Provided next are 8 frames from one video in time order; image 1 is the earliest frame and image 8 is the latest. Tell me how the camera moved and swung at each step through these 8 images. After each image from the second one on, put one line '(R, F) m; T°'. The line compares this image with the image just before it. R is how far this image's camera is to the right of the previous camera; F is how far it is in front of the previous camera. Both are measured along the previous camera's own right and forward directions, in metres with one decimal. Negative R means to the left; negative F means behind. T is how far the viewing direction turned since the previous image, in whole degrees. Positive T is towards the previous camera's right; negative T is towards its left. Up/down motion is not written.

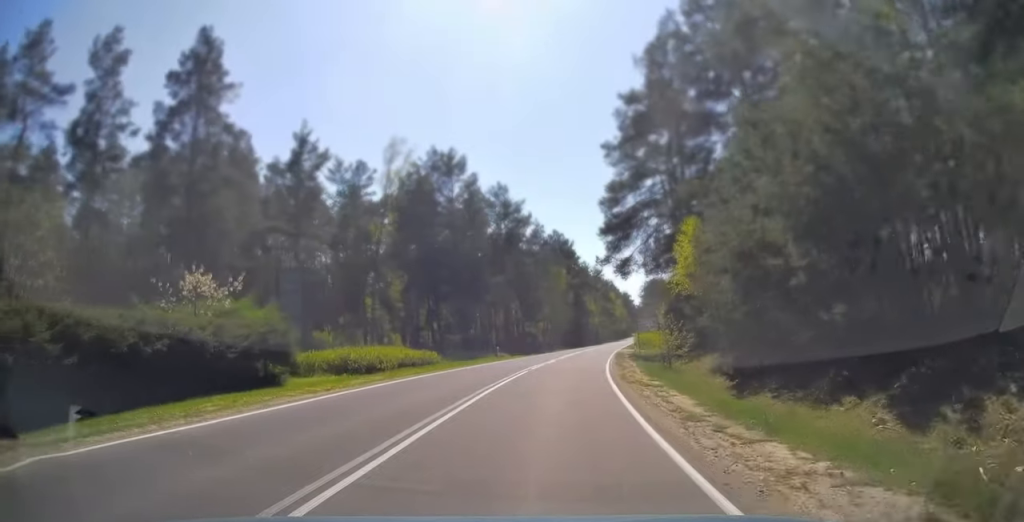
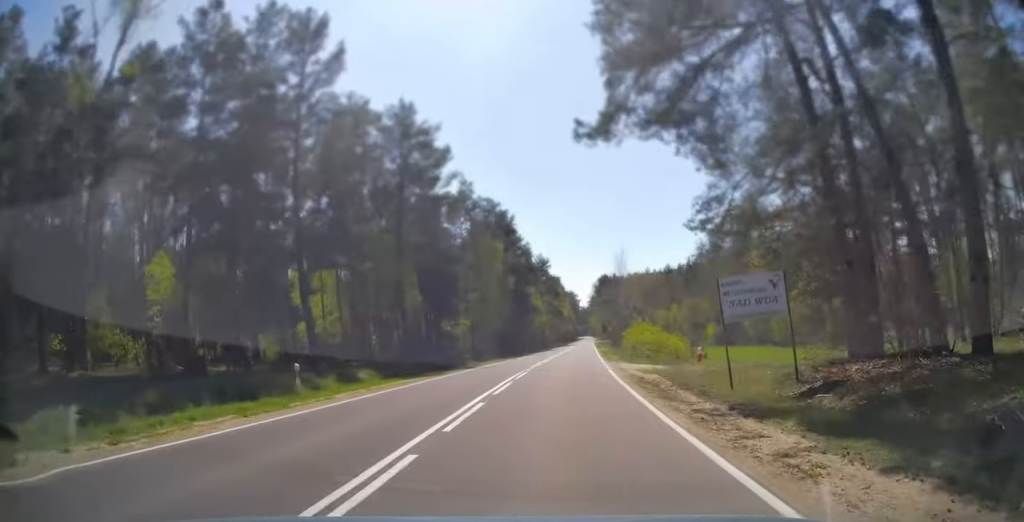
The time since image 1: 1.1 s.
(+1.3, +30.6) m; +5°
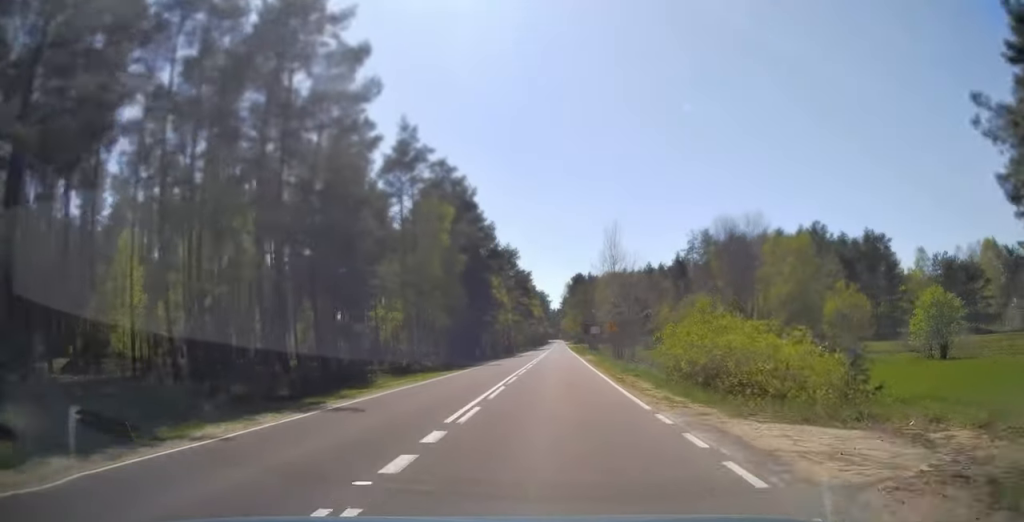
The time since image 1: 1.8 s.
(+0.6, +20.1) m; +3°
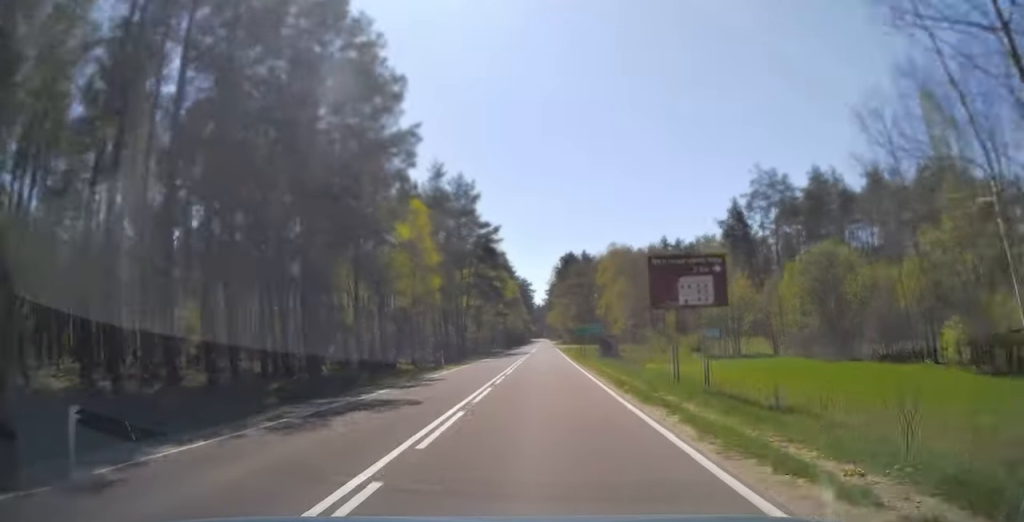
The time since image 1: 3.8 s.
(+1.5, +54.0) m; +2°
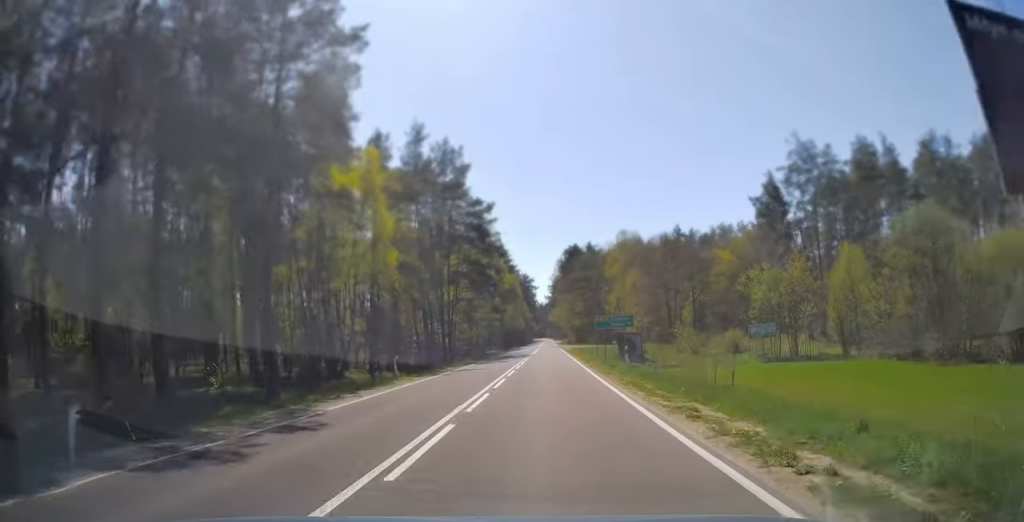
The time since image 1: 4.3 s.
(0.0, +13.7) m; 0°
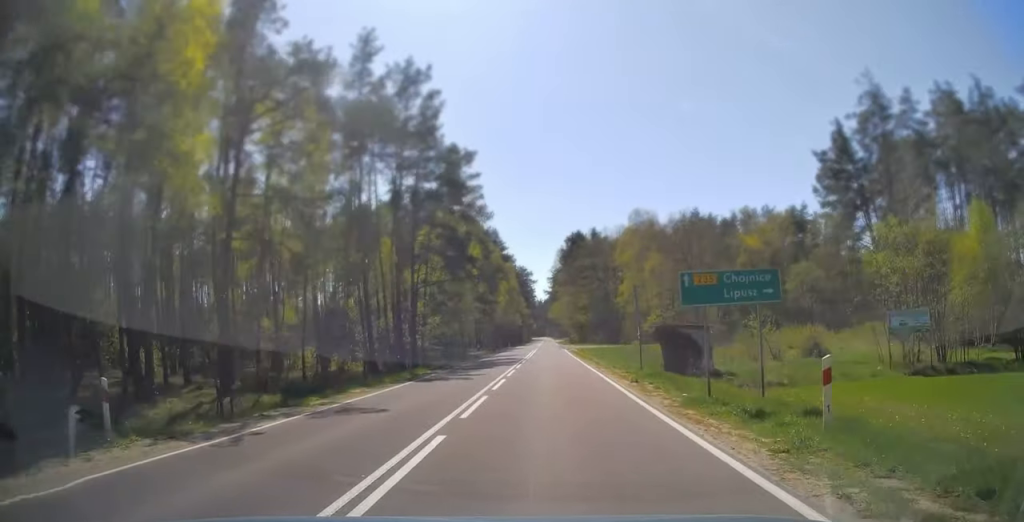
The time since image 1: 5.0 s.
(0.0, +19.3) m; 0°
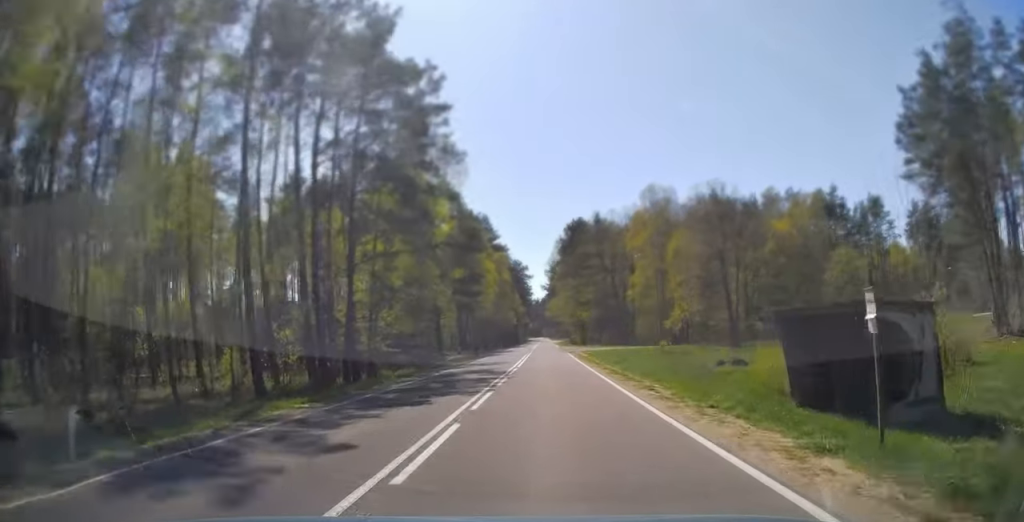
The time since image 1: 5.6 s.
(0.0, +16.5) m; 0°
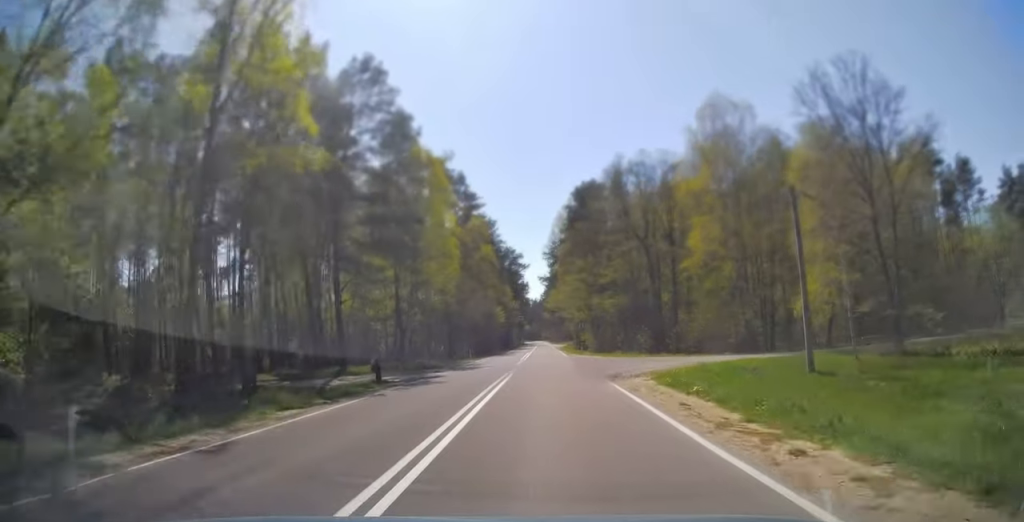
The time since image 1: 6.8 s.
(0.0, +33.9) m; 0°
